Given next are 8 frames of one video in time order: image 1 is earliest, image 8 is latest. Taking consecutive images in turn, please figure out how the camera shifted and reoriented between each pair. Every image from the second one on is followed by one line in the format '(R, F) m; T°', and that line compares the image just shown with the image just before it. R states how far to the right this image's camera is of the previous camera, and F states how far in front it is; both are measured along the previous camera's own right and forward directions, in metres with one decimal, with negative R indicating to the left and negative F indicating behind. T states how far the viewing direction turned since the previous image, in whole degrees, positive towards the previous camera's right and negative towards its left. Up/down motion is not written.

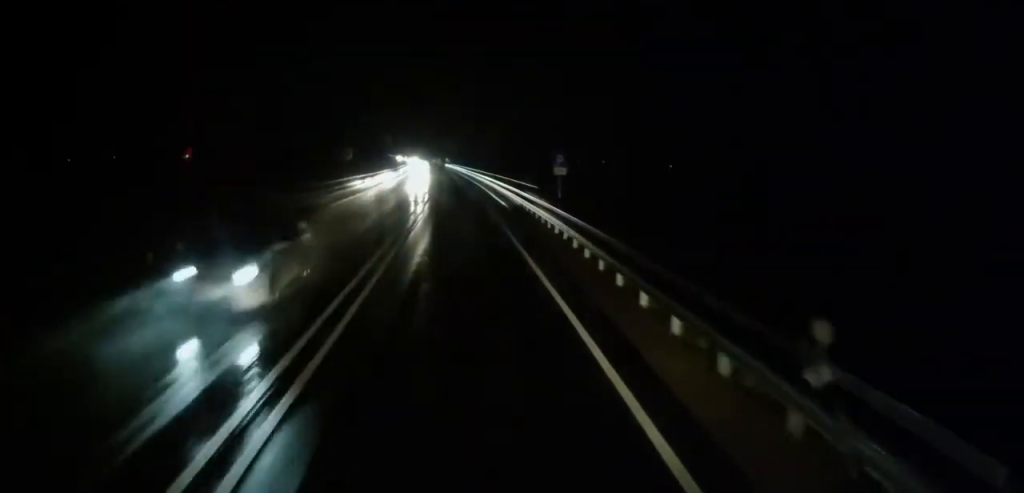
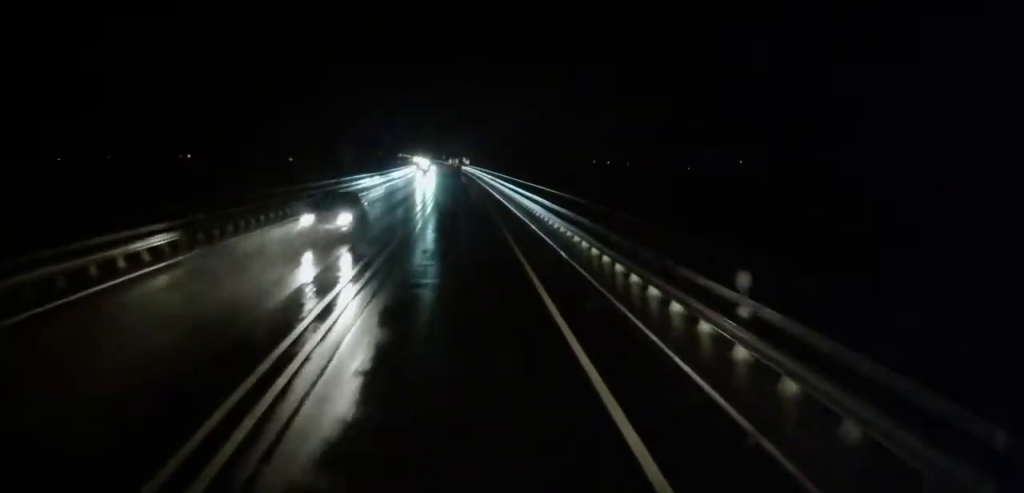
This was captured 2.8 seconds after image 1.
(-1.3, +48.7) m; -2°
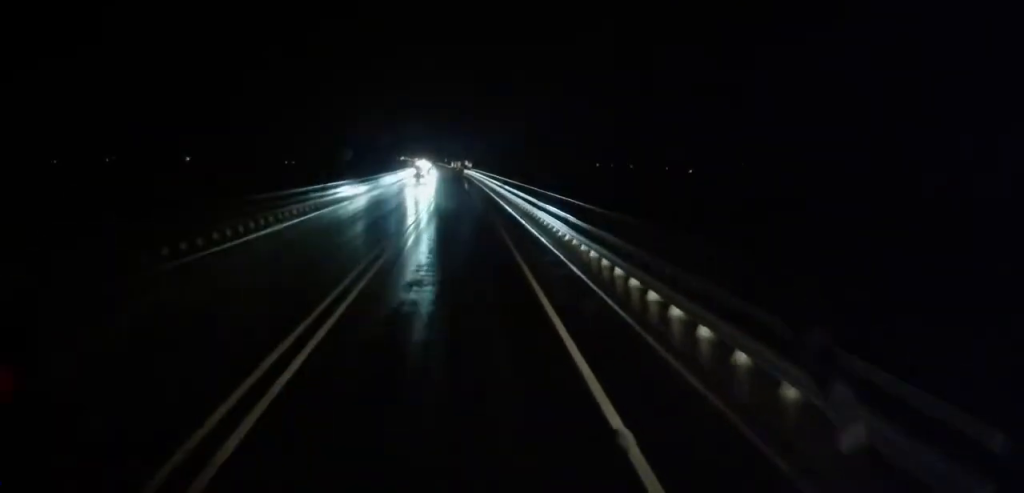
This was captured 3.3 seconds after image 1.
(0.0, +9.4) m; 0°
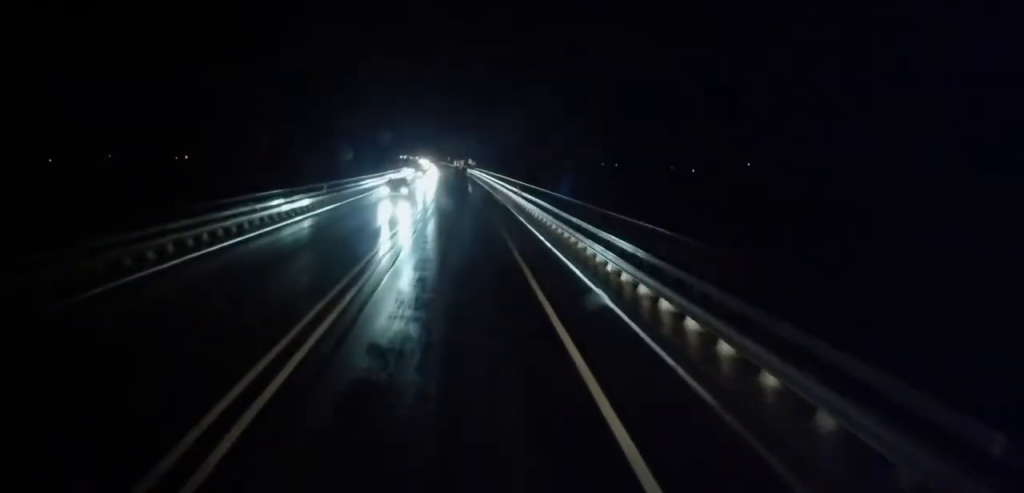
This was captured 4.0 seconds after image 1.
(-0.1, +12.8) m; 0°
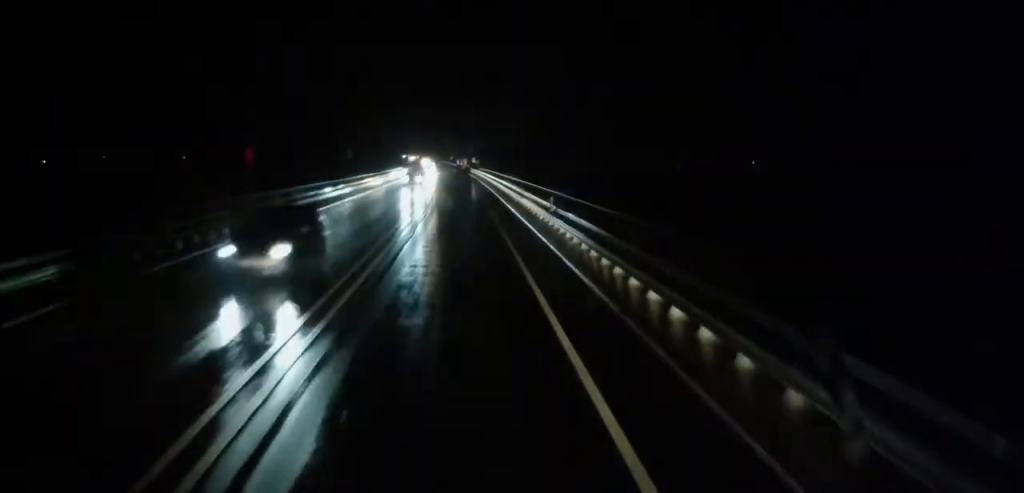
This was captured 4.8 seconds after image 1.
(+0.1, +14.0) m; 0°
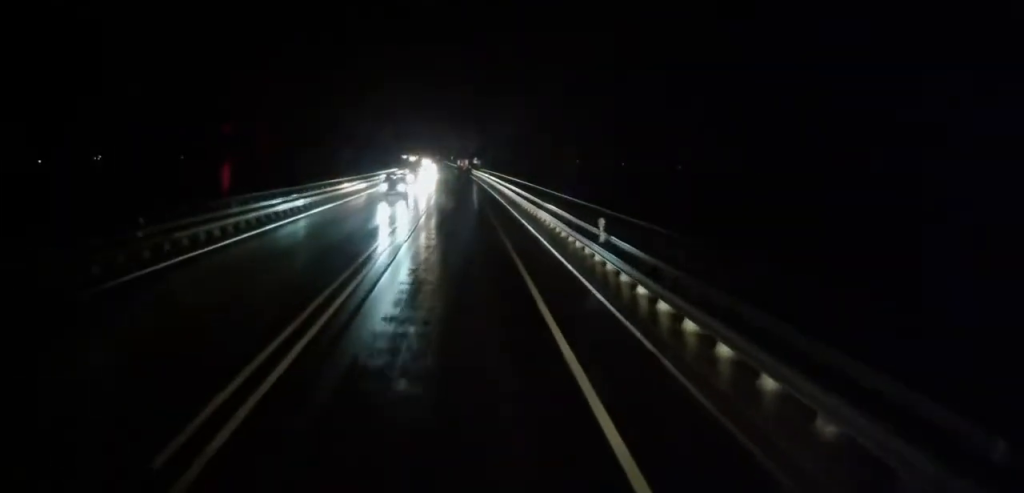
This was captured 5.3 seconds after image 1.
(0.0, +8.7) m; 0°
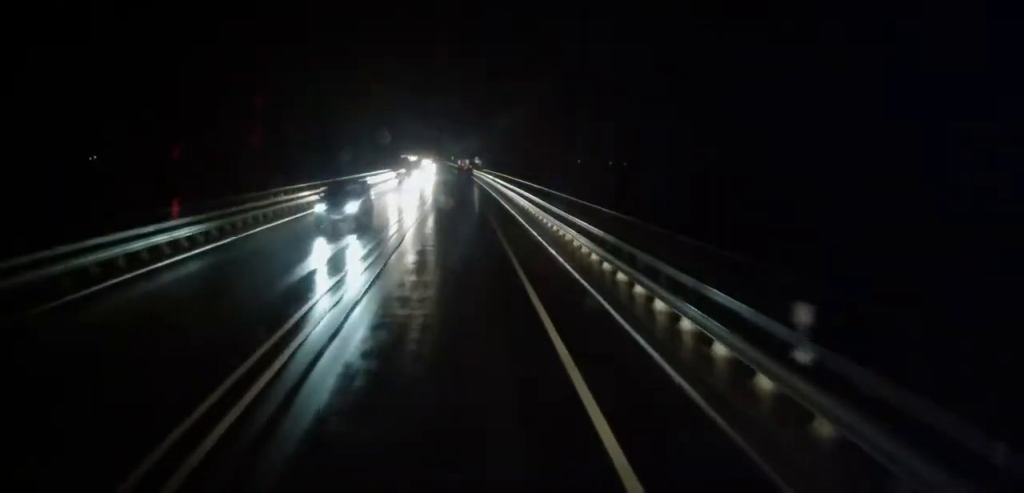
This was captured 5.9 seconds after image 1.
(-0.1, +9.3) m; 0°
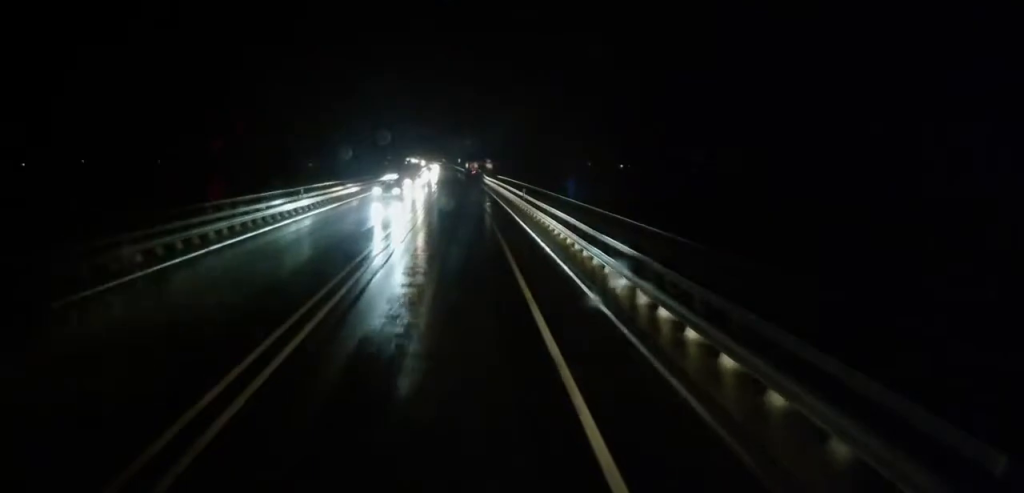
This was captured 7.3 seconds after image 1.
(-0.2, +25.6) m; -1°
